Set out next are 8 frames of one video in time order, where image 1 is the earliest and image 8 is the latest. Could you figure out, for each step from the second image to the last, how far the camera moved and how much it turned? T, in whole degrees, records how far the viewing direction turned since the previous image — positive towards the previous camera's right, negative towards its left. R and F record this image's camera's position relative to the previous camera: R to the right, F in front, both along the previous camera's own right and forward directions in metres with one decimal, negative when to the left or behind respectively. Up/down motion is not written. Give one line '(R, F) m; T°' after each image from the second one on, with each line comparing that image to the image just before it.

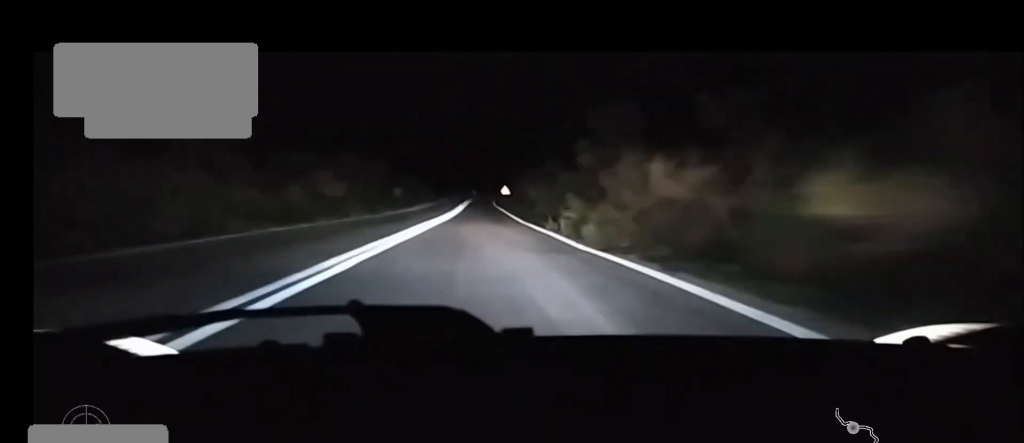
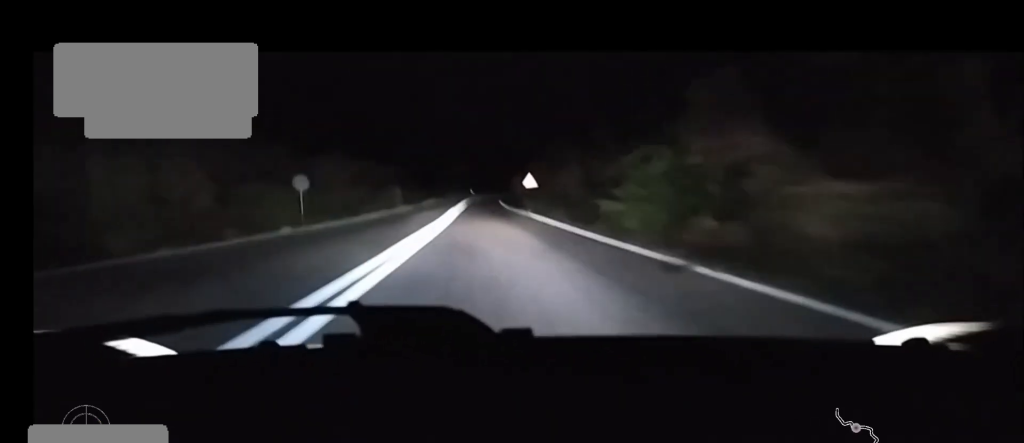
(-2.4, +35.6) m; -4°
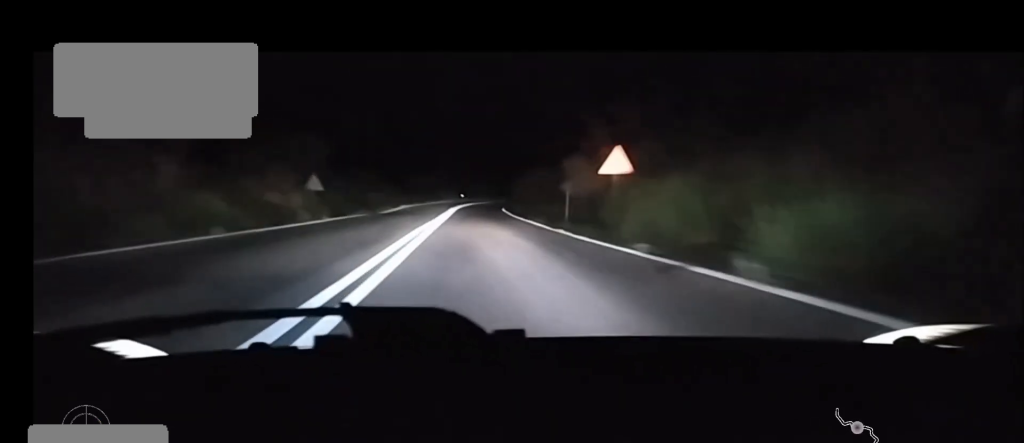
(+0.1, +27.5) m; +1°
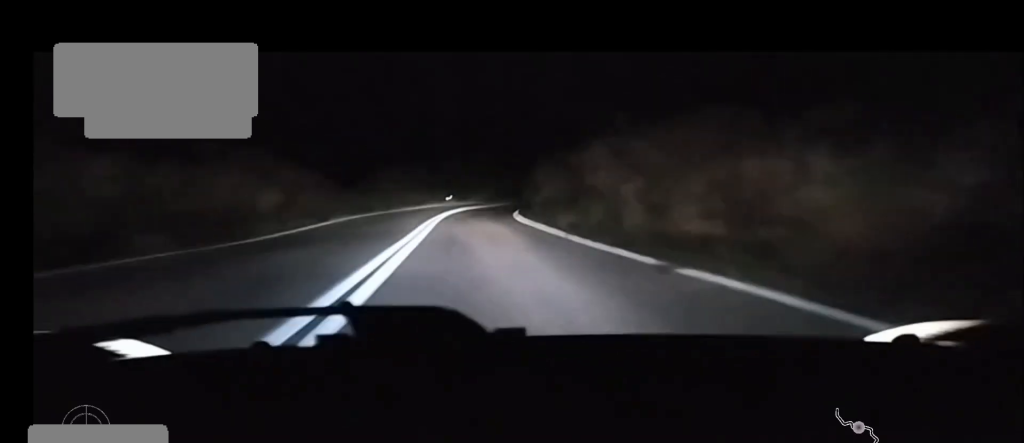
(+0.2, +26.1) m; +2°
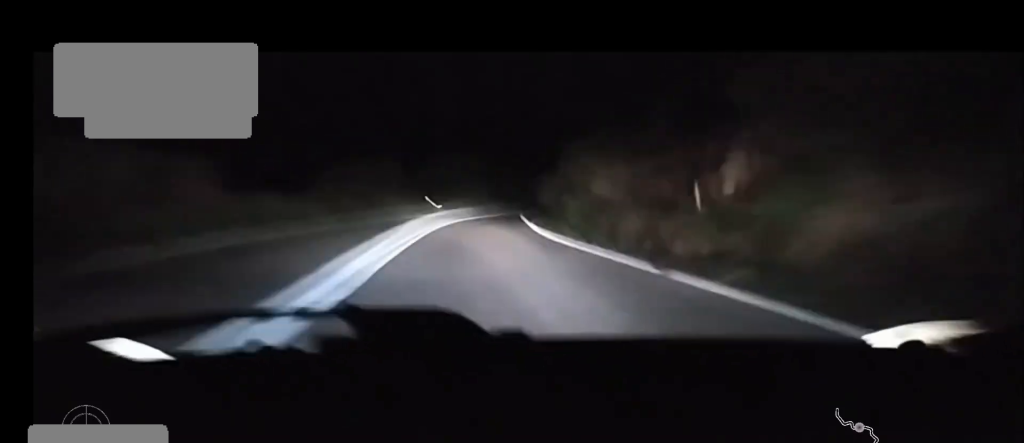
(+0.5, +15.2) m; +2°
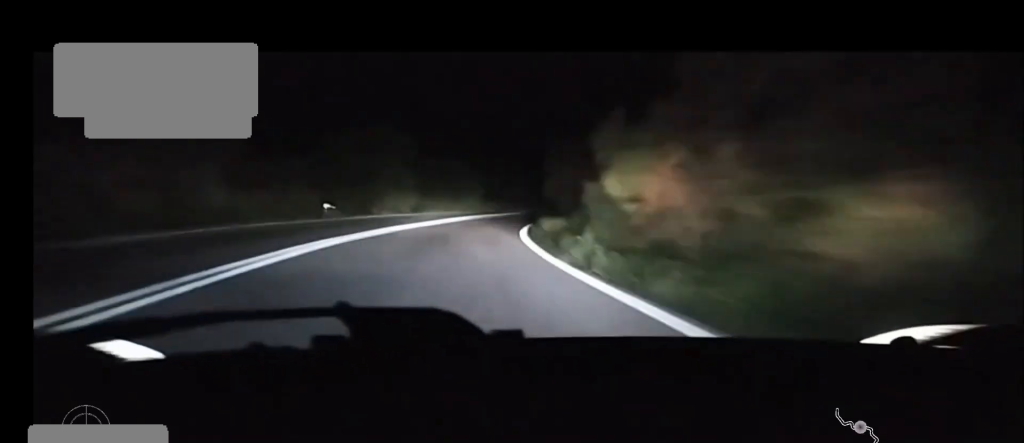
(+0.6, +23.8) m; +4°
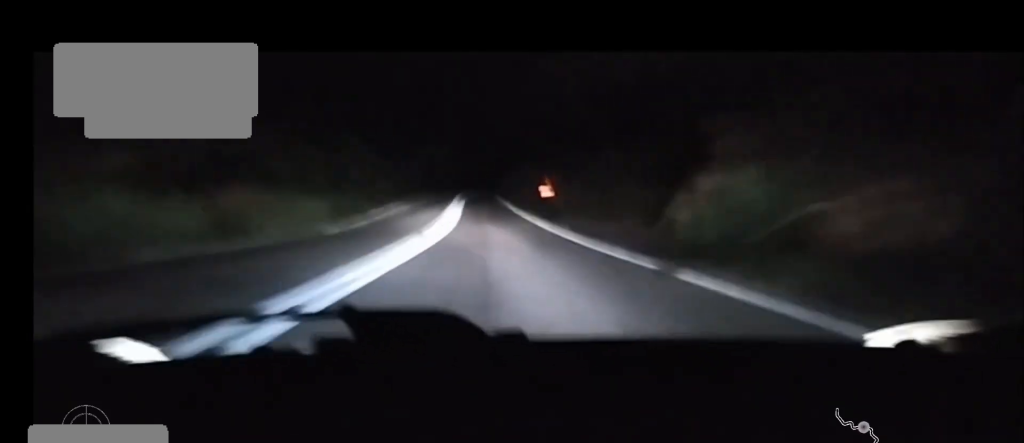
(+7.5, +64.3) m; +12°
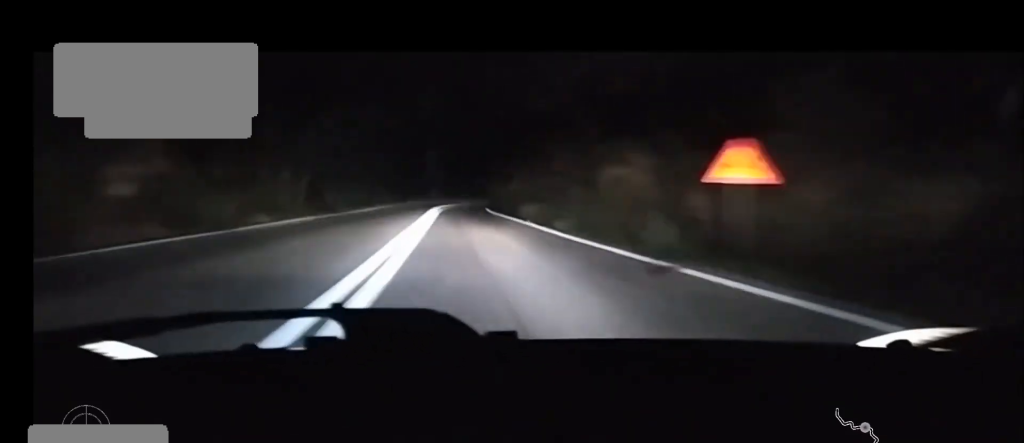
(+0.9, +26.8) m; +2°
